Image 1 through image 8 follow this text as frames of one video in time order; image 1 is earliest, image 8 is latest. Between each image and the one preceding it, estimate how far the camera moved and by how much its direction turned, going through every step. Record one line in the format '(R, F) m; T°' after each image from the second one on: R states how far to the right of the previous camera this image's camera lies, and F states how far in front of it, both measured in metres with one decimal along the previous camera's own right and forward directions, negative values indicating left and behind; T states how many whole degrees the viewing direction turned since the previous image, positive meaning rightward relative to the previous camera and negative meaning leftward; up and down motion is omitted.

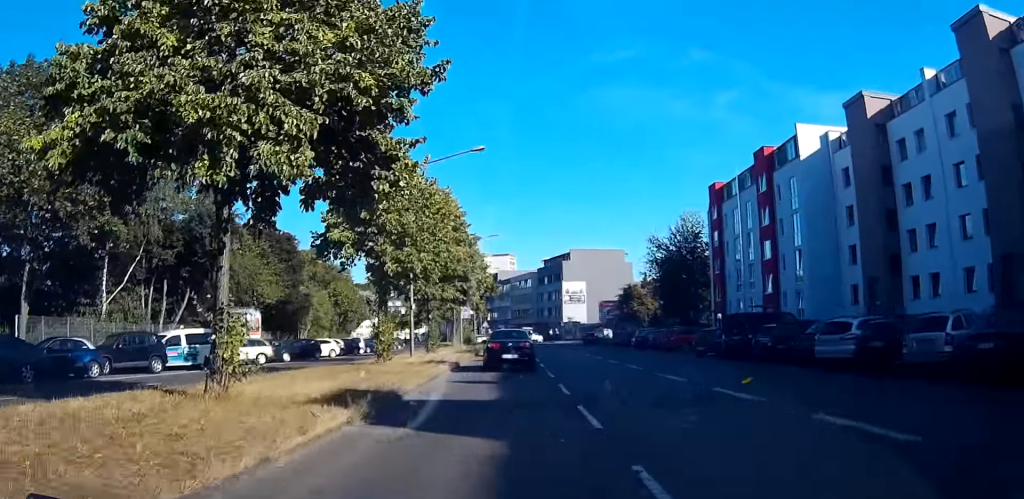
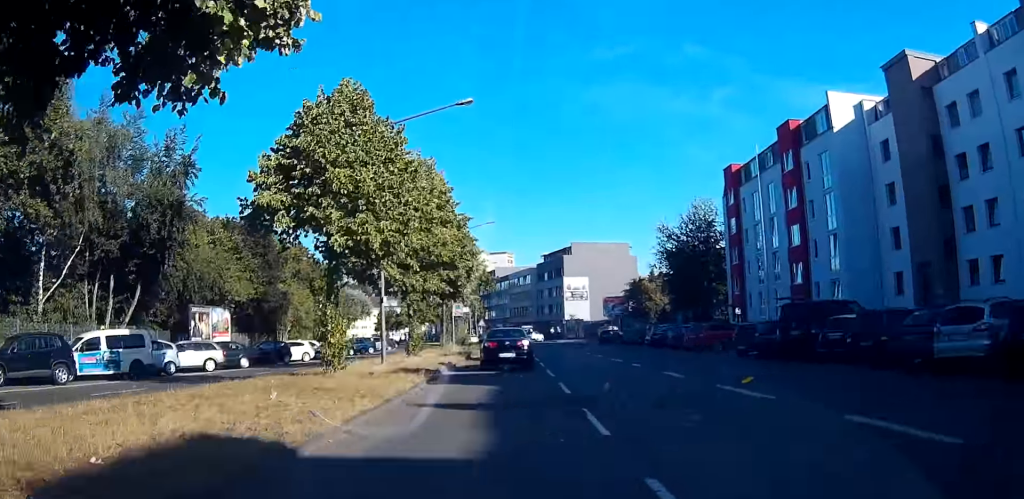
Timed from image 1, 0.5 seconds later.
(0.0, +7.0) m; 0°
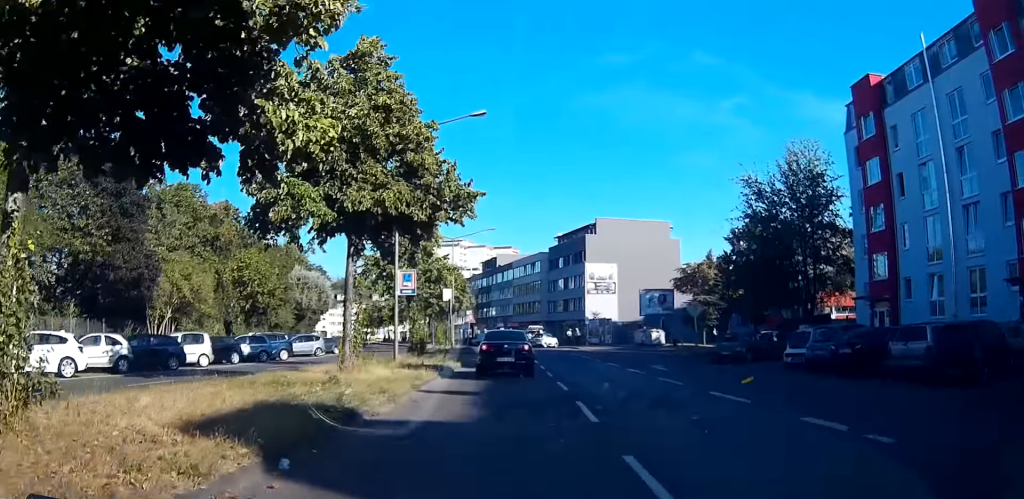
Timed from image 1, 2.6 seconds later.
(-0.2, +26.7) m; -1°
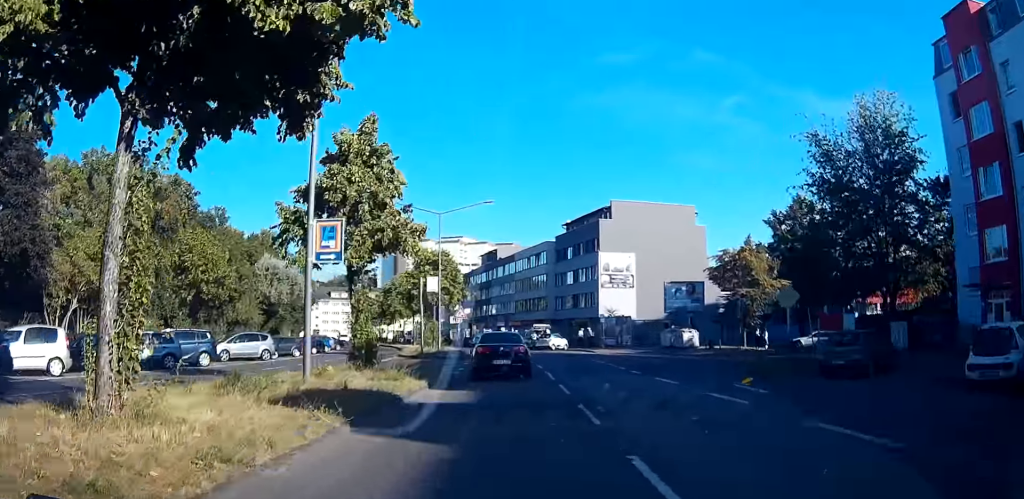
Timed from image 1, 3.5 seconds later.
(-0.1, +11.2) m; 0°
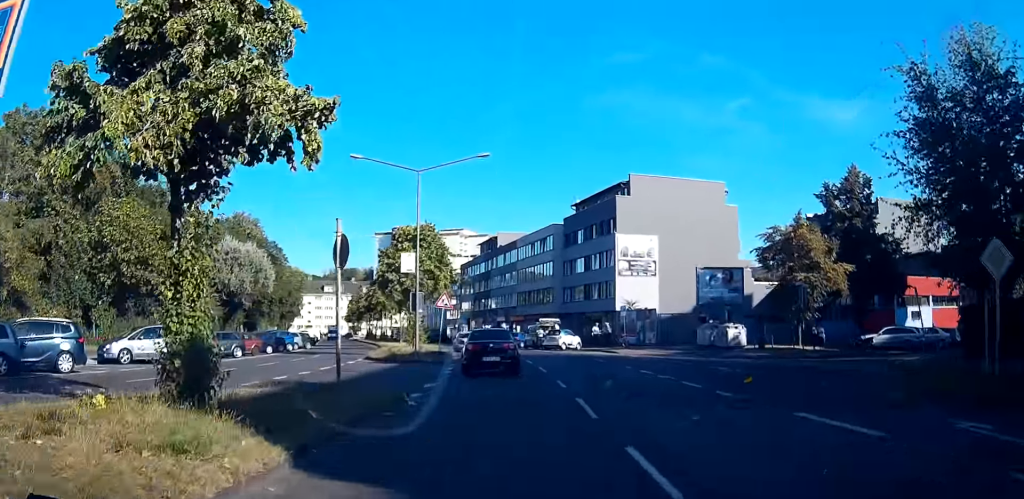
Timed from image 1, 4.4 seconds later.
(0.0, +11.1) m; 0°
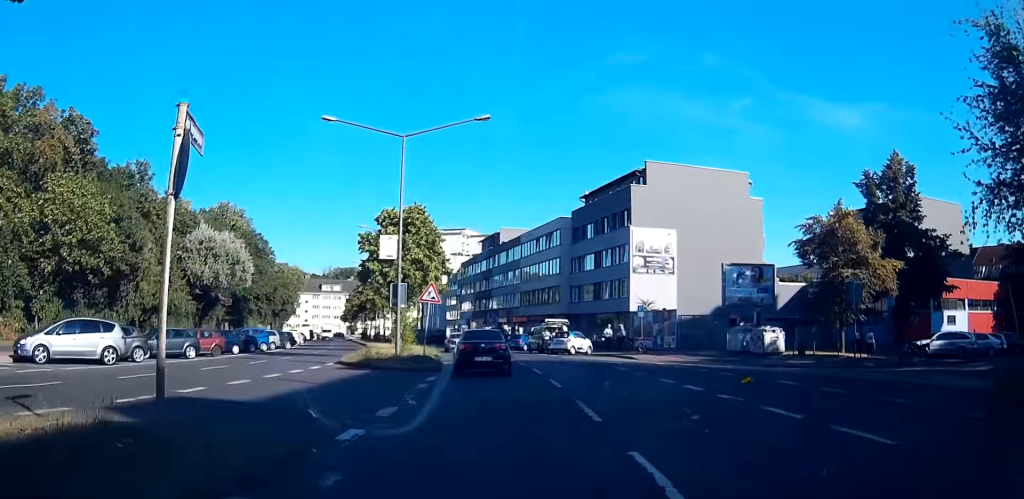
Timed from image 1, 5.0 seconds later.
(0.0, +6.3) m; -2°
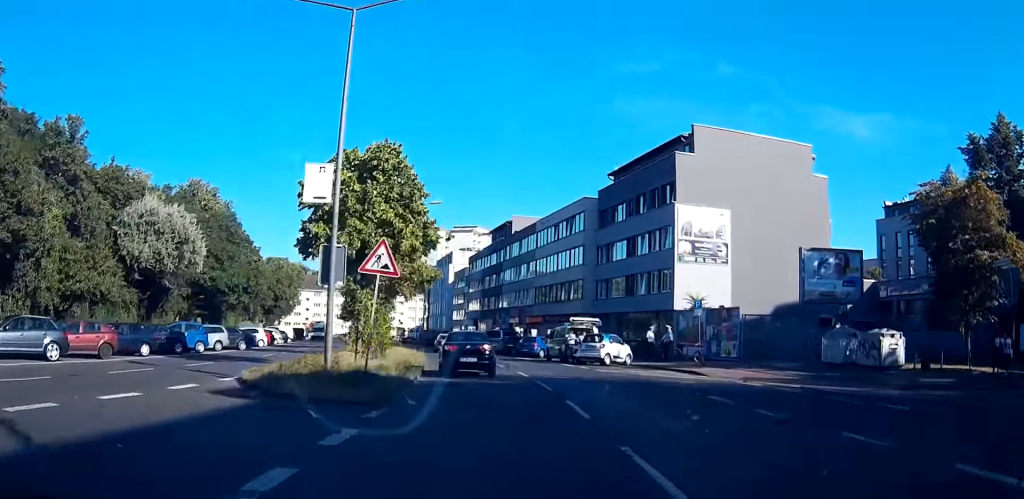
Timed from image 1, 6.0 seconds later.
(-0.3, +12.0) m; -3°
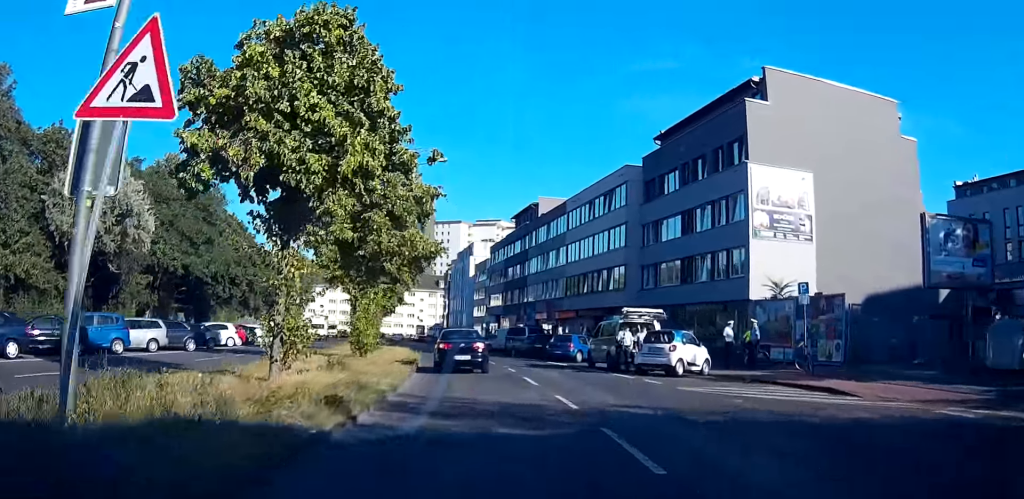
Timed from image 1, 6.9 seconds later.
(-0.2, +10.7) m; -1°
